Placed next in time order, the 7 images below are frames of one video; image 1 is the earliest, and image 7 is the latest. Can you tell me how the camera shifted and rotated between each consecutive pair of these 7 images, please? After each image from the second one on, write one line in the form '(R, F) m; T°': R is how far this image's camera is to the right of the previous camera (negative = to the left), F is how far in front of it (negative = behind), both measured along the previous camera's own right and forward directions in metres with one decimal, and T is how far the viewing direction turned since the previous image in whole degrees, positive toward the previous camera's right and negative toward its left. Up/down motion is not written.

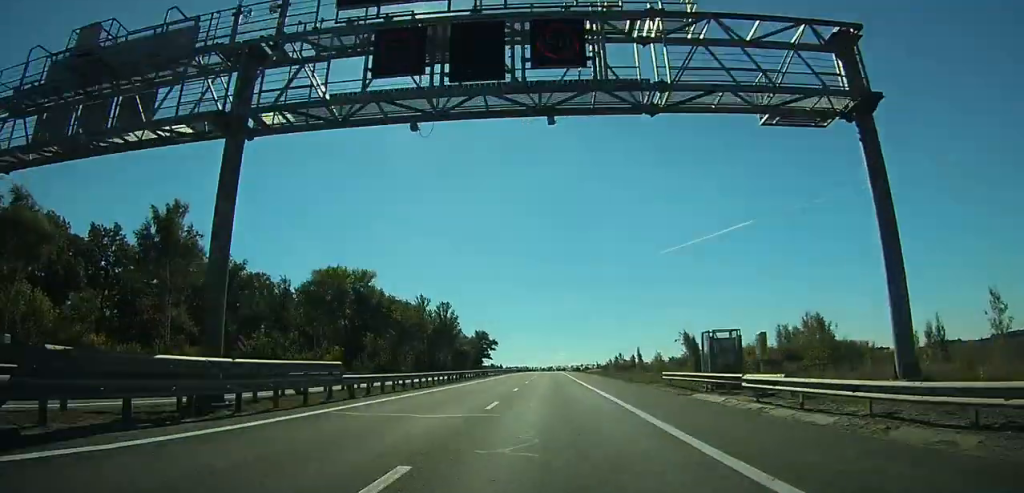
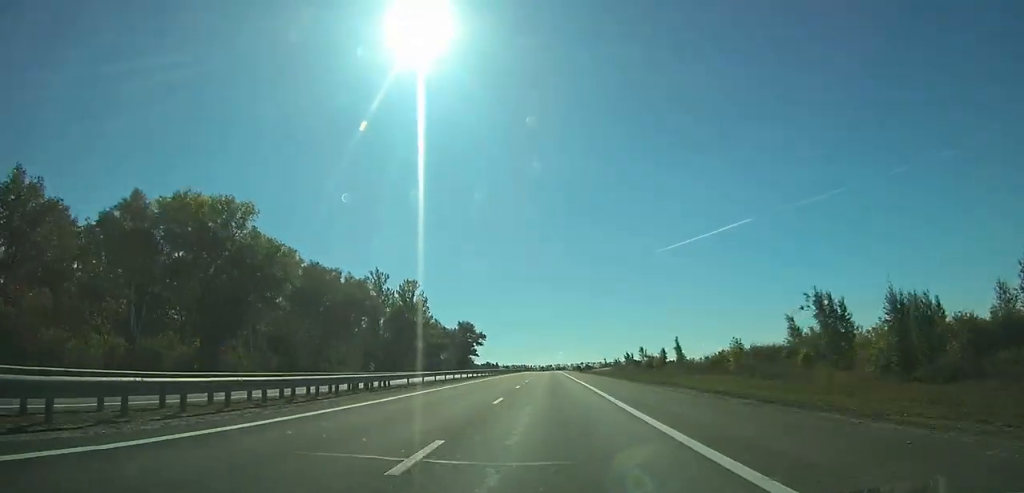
(-0.1, +45.4) m; 0°
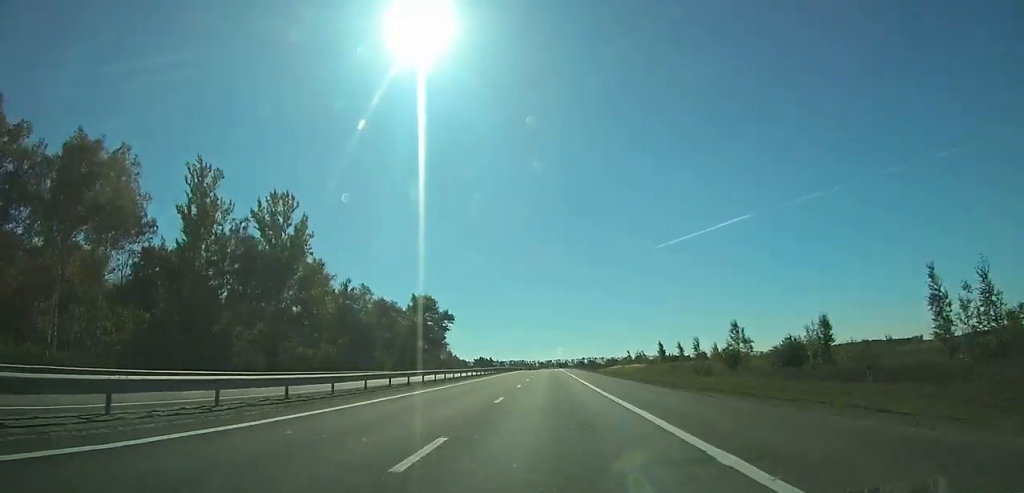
(-0.1, +71.4) m; 0°
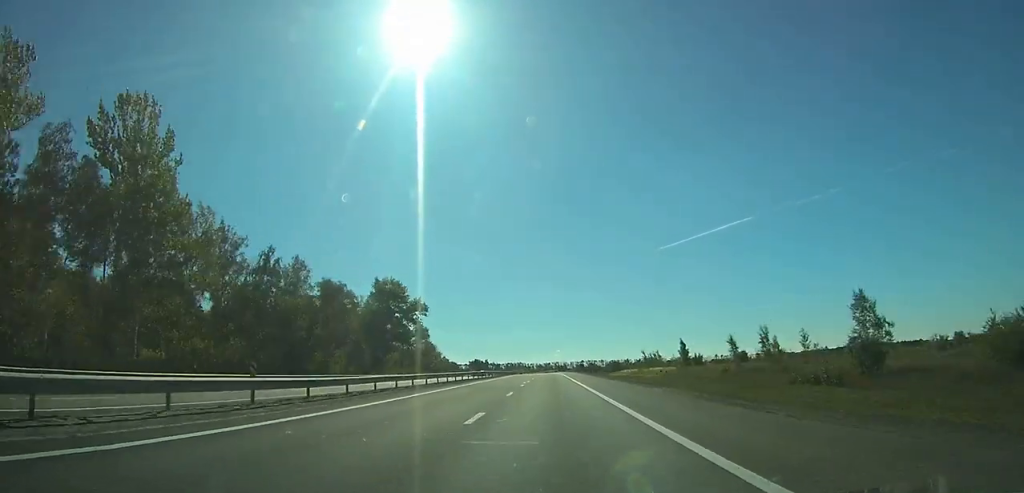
(0.0, +29.5) m; 0°
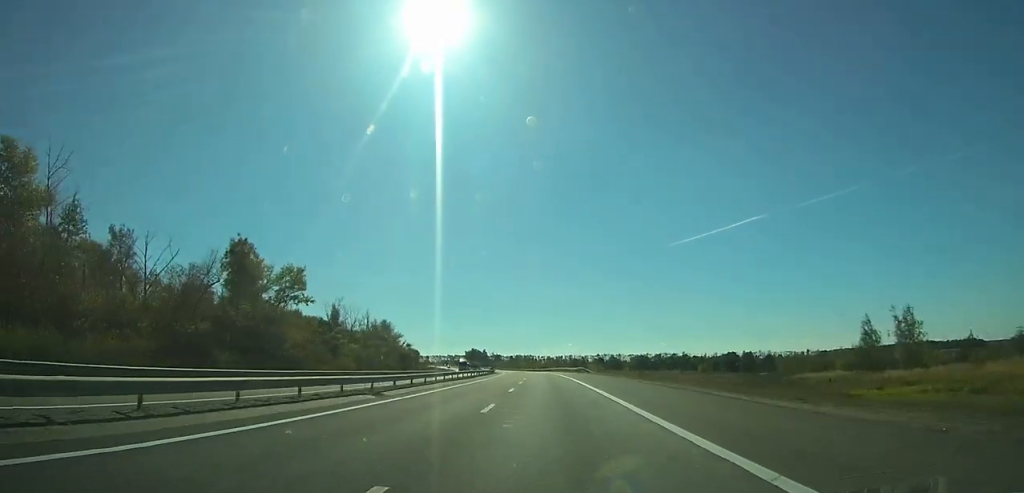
(-0.4, +116.7) m; -1°
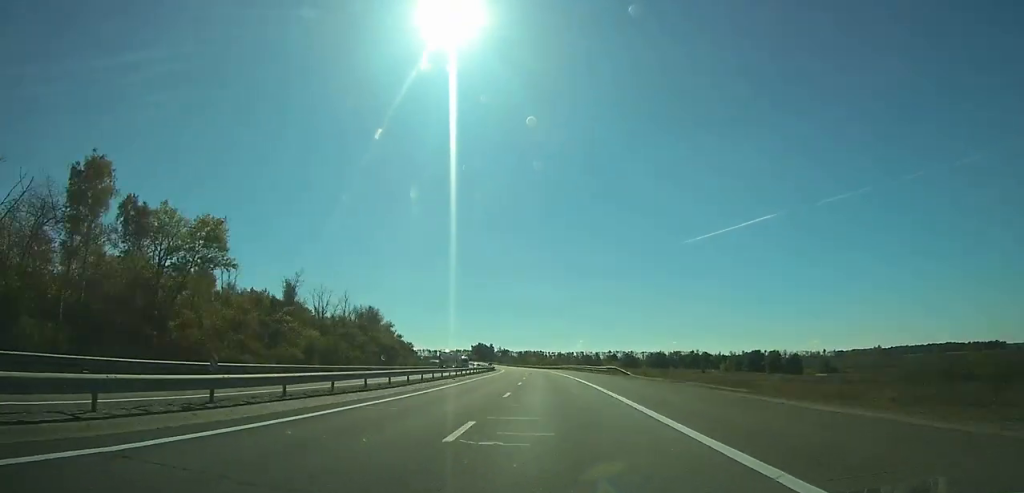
(+0.1, +29.7) m; -1°
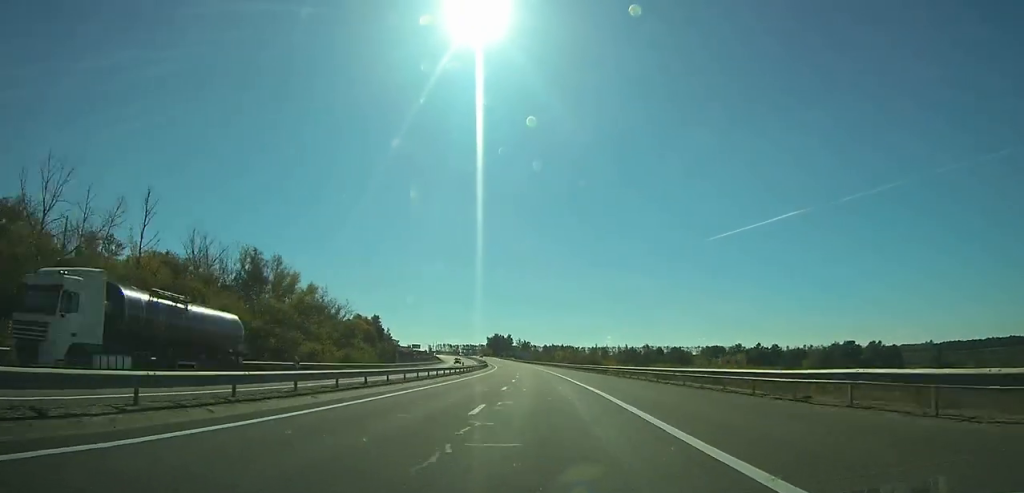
(-2.1, +90.7) m; -3°
